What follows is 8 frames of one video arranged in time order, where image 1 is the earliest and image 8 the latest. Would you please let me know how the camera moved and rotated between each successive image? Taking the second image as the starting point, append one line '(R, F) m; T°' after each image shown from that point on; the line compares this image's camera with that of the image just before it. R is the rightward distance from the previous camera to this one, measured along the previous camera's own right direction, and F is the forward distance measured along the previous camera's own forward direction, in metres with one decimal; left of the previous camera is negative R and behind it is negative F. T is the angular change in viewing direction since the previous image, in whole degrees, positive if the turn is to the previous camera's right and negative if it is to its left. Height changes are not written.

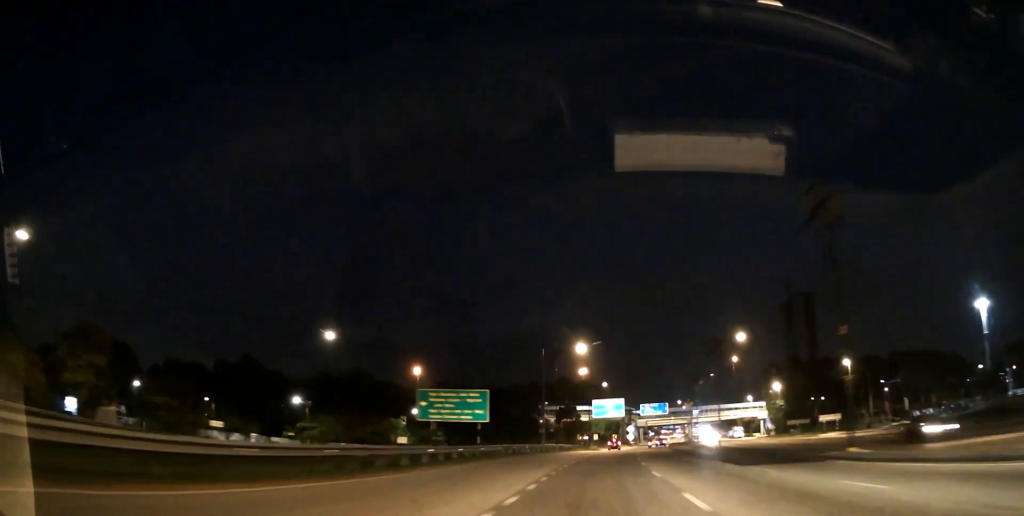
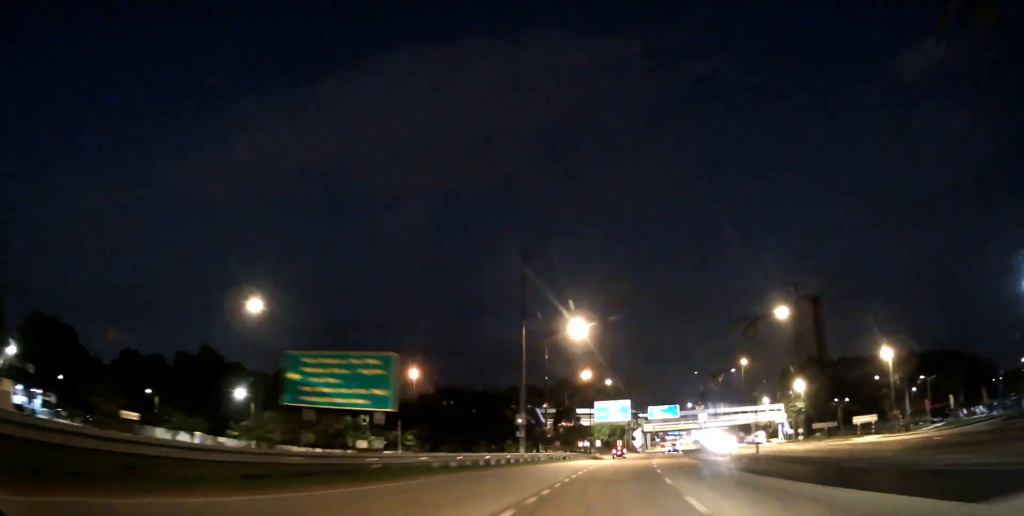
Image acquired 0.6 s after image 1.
(-0.1, +14.5) m; -1°
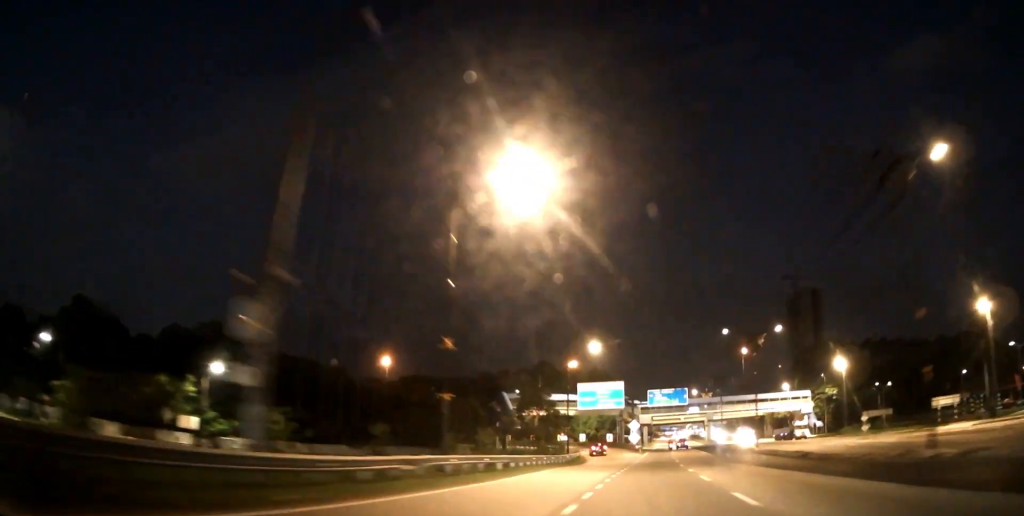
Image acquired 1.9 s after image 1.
(-0.4, +28.7) m; 0°
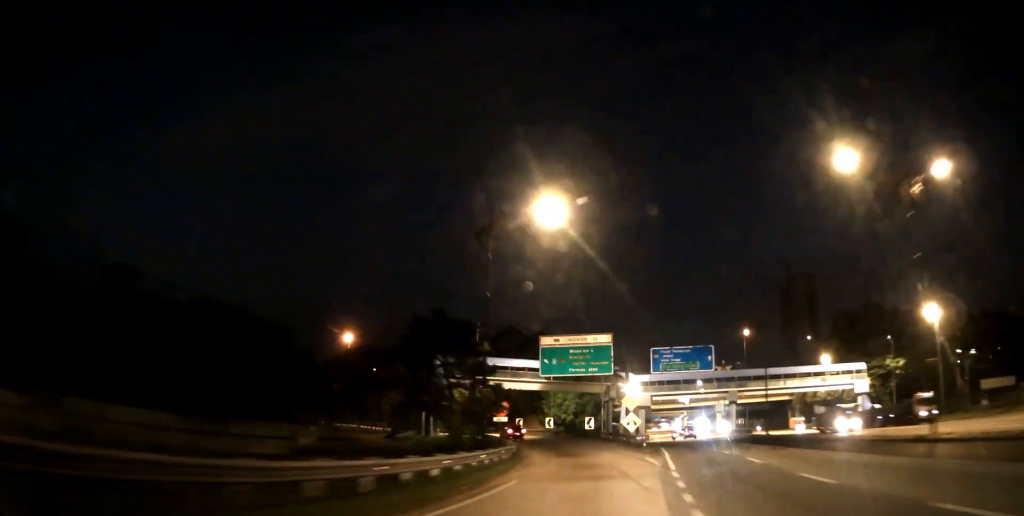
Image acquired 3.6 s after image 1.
(+0.5, +35.0) m; +1°
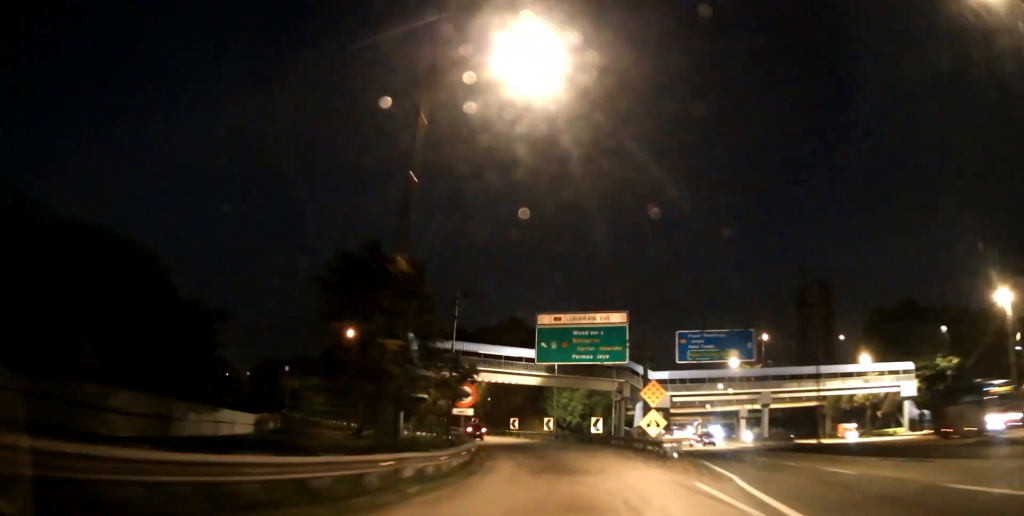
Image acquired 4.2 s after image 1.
(0.0, +12.7) m; -2°
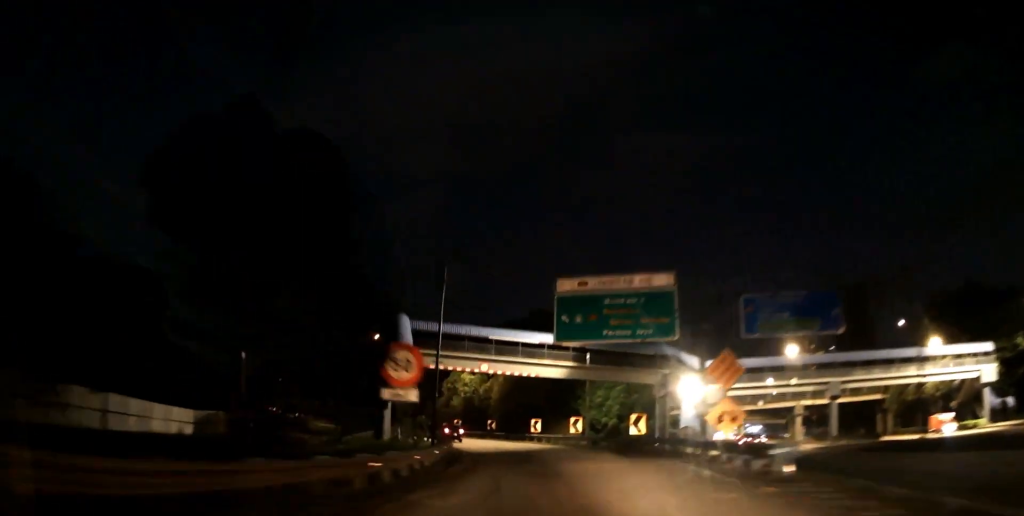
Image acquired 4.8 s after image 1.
(-0.3, +11.6) m; -3°
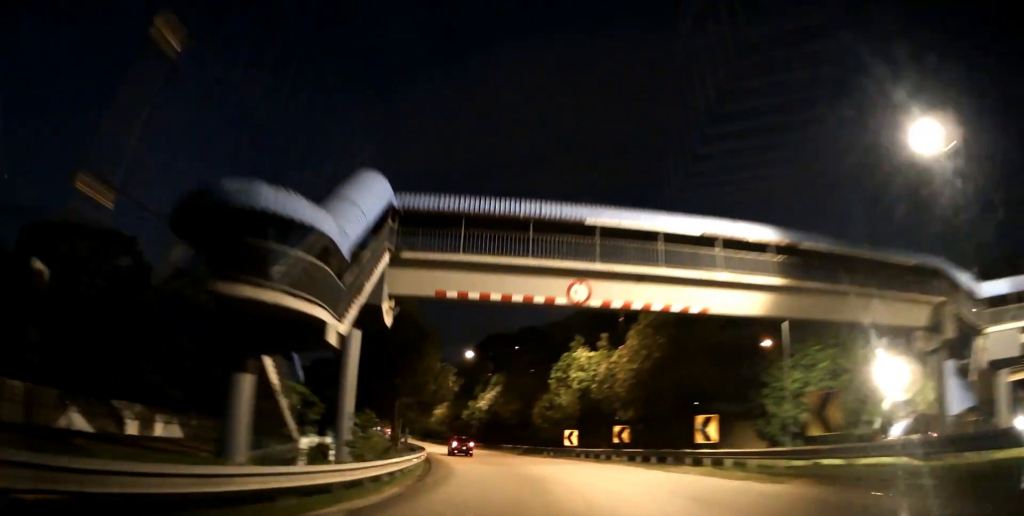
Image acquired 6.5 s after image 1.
(-1.9, +29.9) m; -8°
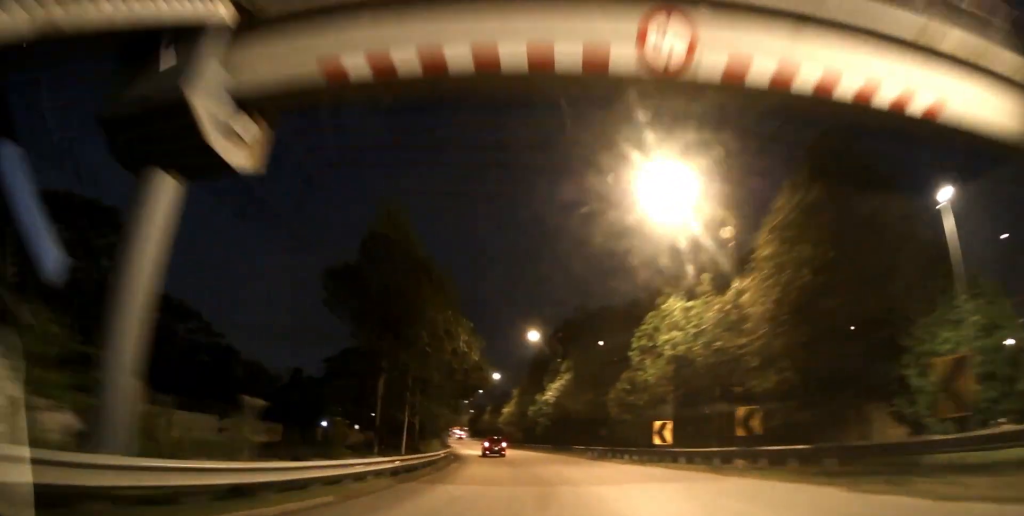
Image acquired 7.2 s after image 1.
(-0.6, +14.7) m; -7°
